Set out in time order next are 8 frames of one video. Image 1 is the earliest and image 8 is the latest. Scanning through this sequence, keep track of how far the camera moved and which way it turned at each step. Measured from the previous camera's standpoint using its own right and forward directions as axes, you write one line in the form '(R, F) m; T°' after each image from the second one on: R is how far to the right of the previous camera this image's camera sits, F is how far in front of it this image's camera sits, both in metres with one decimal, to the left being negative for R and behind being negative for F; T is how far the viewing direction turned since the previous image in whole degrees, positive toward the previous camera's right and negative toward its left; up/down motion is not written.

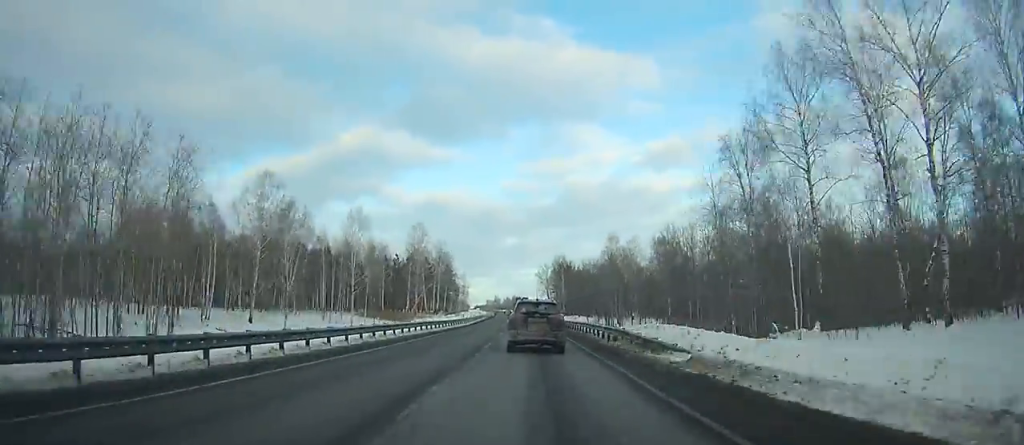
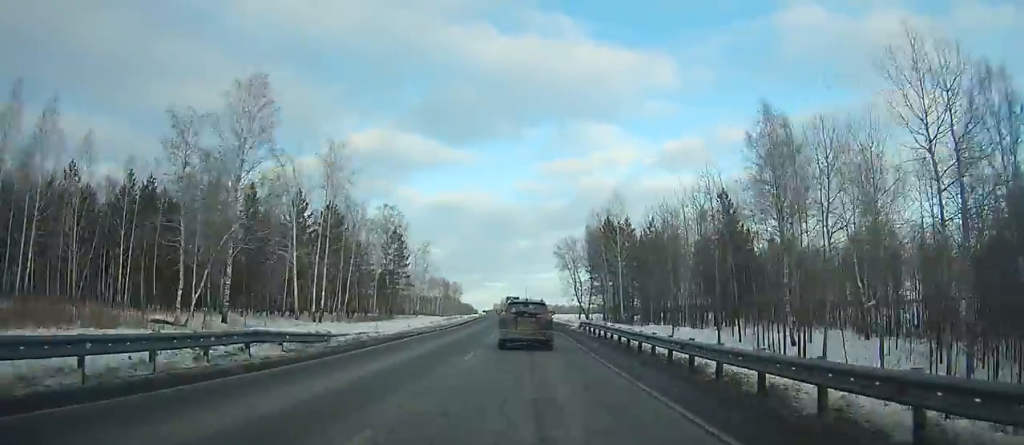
(-1.5, +87.2) m; -2°
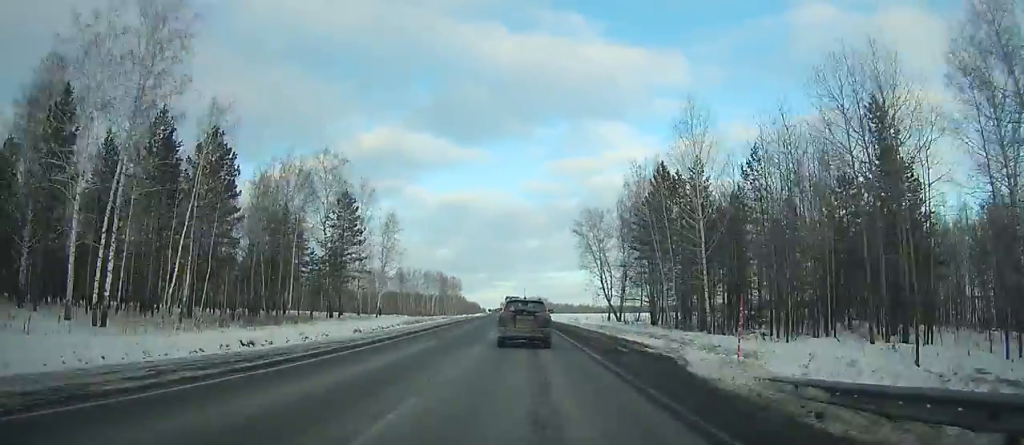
(-0.3, +32.3) m; -1°
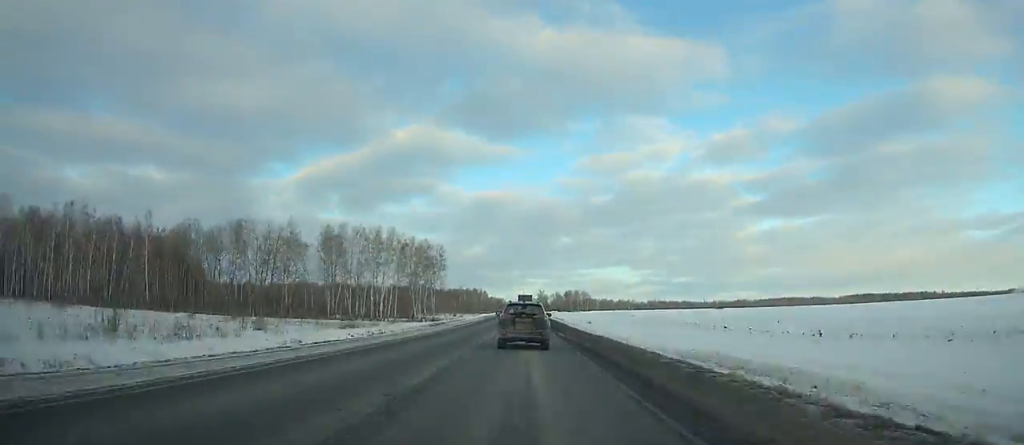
(-2.6, +113.6) m; -3°
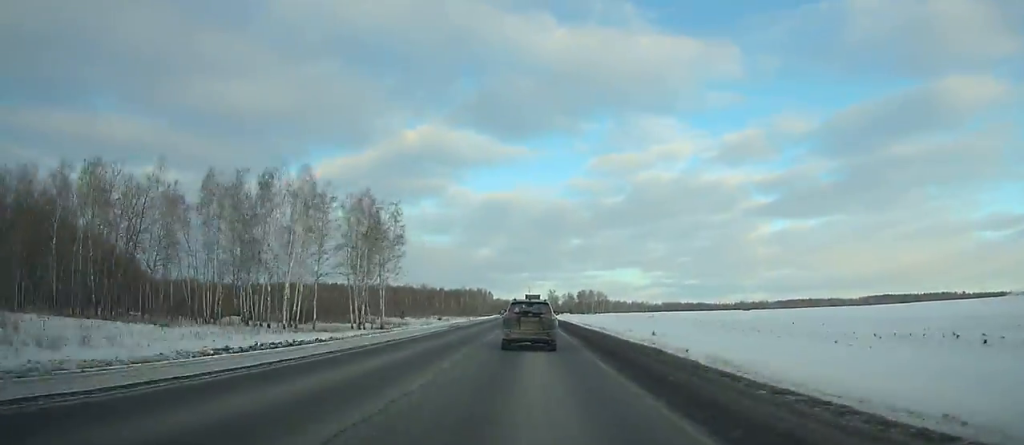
(-0.5, +48.3) m; 0°
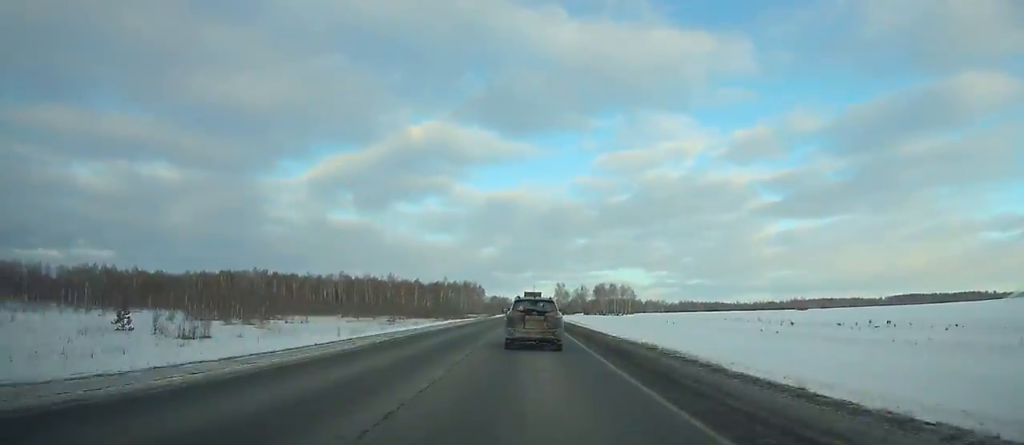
(-0.4, +106.6) m; 0°
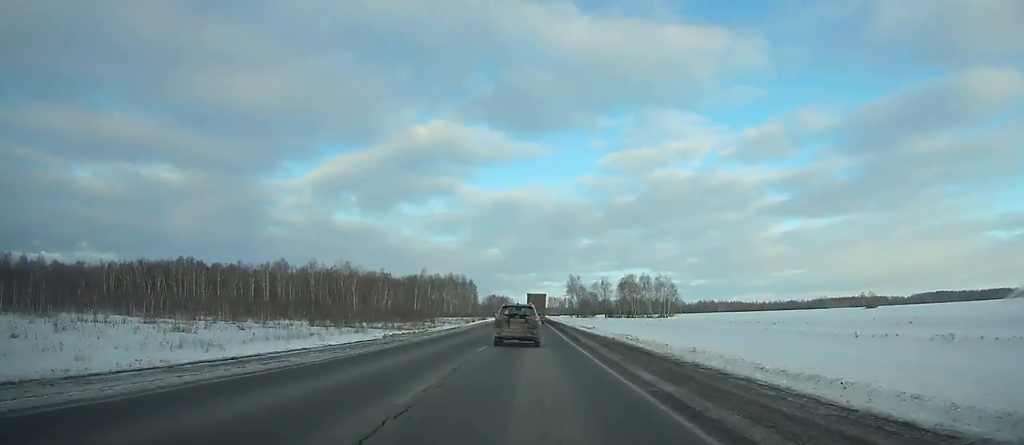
(-0.1, +84.8) m; 0°
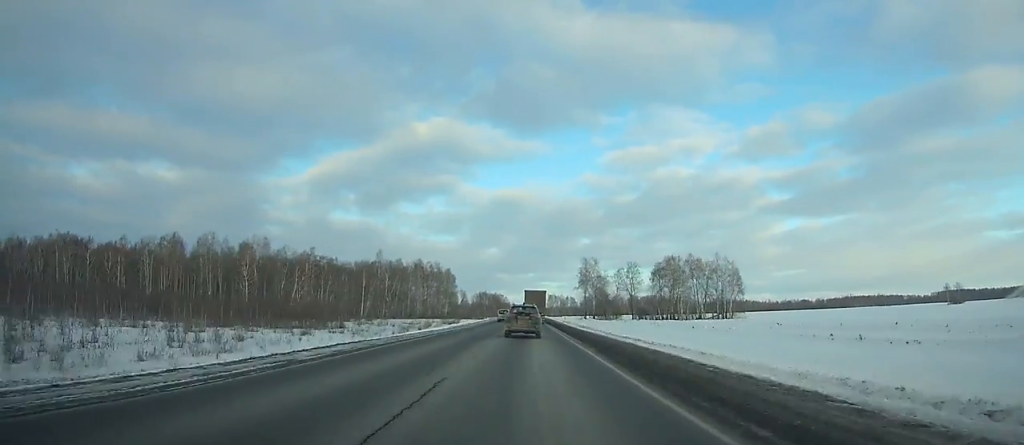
(-0.4, +78.0) m; 0°
